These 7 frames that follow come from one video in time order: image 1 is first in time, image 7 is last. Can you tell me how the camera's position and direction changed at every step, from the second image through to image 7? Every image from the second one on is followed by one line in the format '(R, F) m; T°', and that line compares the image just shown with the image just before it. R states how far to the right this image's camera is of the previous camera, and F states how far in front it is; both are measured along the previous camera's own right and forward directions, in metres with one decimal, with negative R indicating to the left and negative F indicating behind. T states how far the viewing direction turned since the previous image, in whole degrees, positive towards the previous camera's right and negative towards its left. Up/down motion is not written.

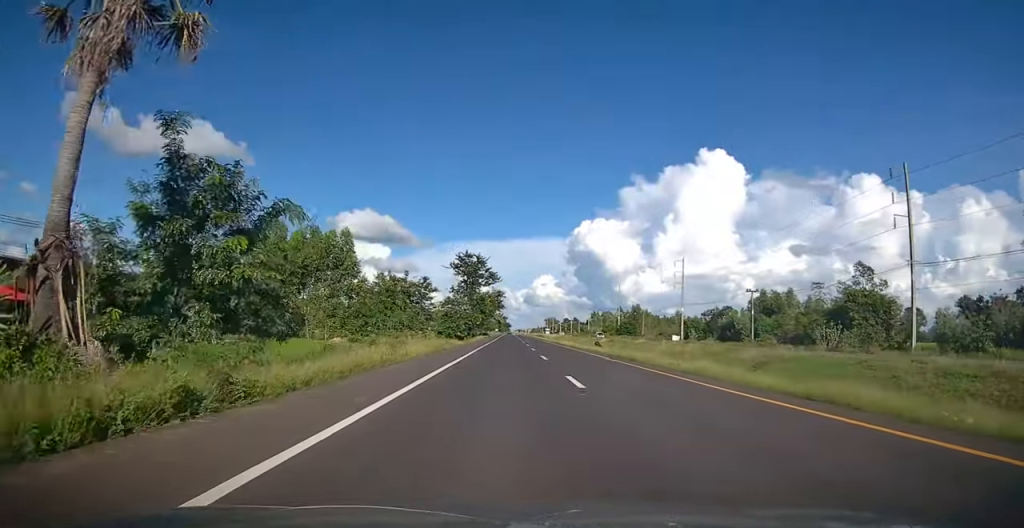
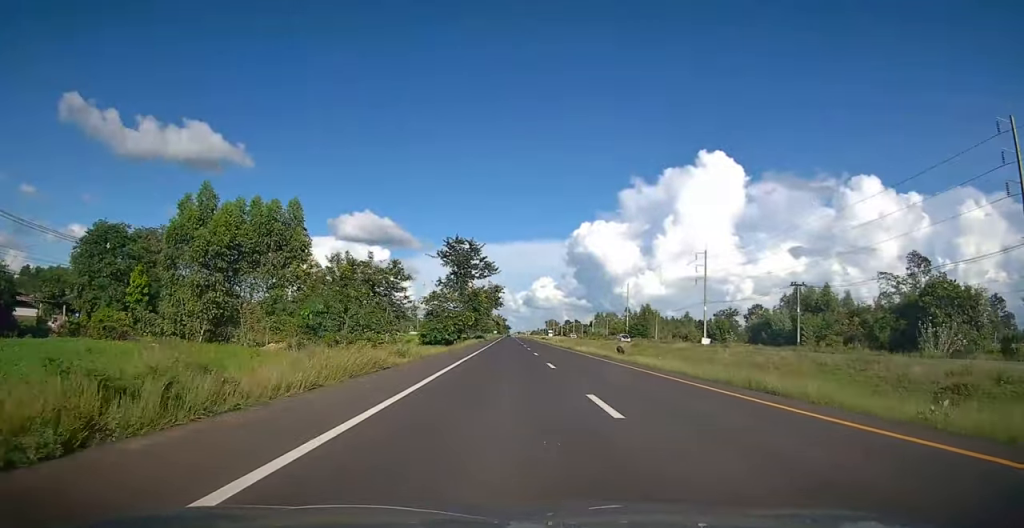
(0.0, +15.7) m; 0°
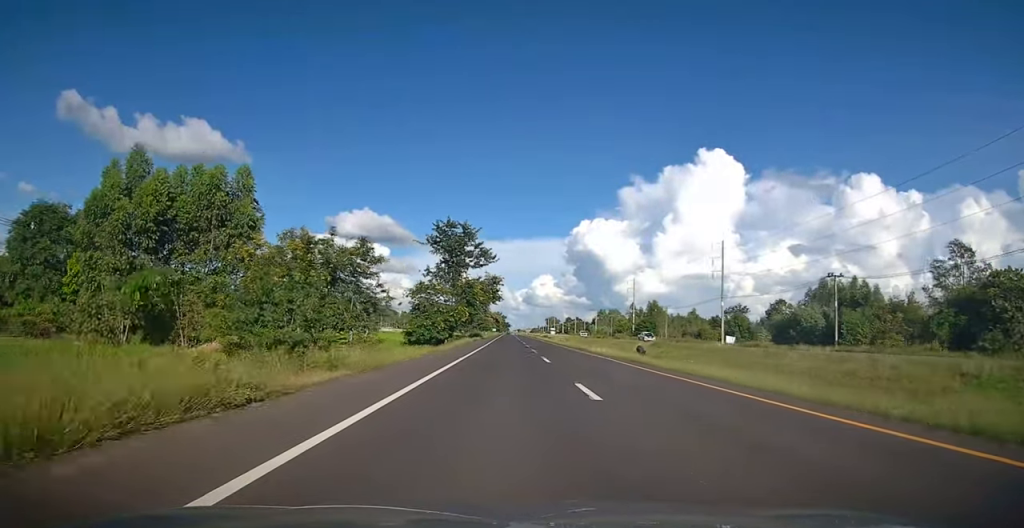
(0.0, +9.9) m; 0°
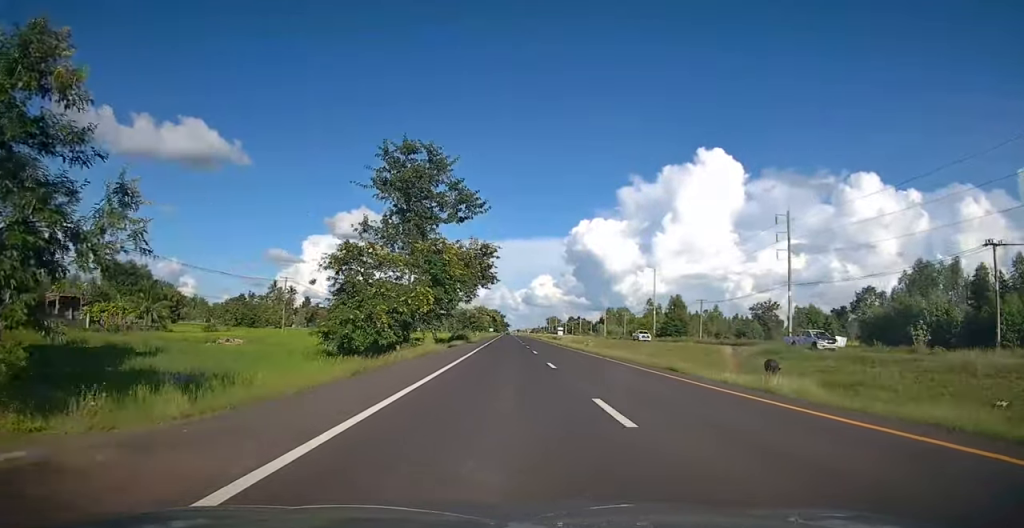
(+0.1, +26.8) m; +1°
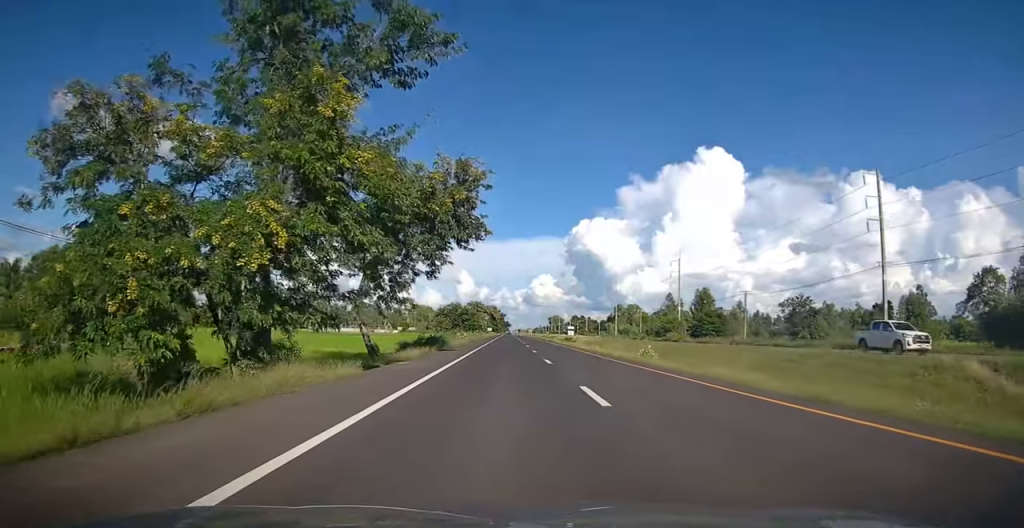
(+0.2, +22.1) m; 0°
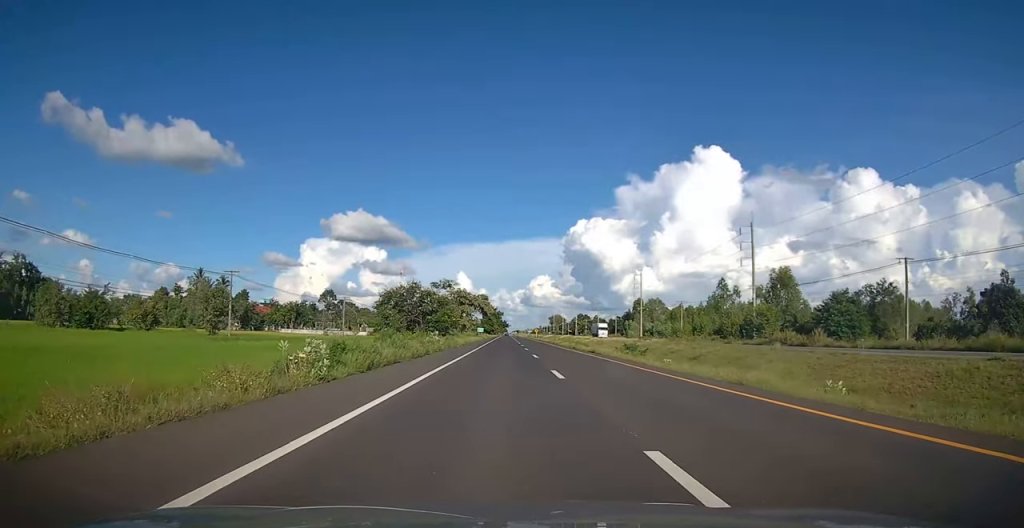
(-0.2, +42.3) m; 0°
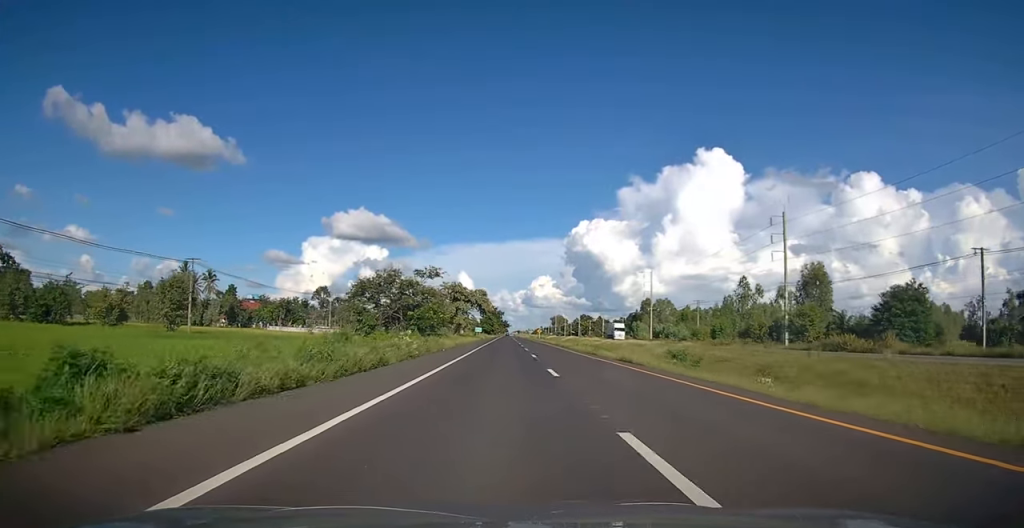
(+0.1, +10.7) m; 0°
